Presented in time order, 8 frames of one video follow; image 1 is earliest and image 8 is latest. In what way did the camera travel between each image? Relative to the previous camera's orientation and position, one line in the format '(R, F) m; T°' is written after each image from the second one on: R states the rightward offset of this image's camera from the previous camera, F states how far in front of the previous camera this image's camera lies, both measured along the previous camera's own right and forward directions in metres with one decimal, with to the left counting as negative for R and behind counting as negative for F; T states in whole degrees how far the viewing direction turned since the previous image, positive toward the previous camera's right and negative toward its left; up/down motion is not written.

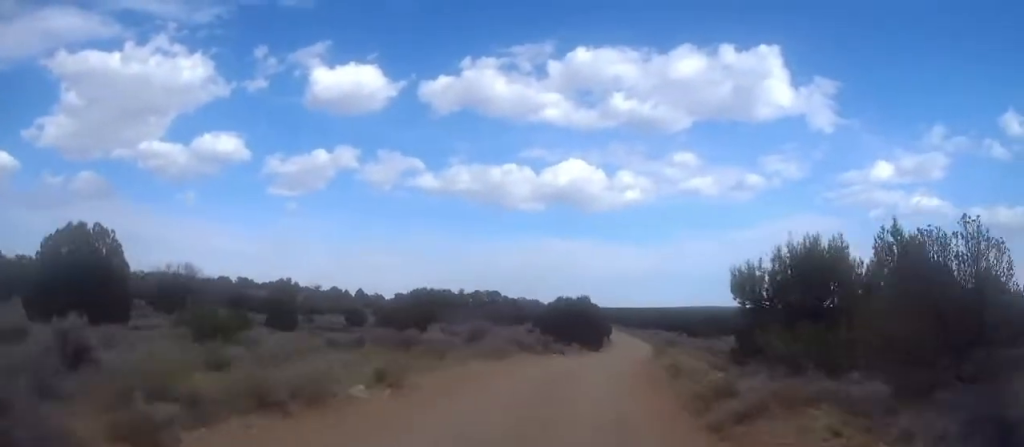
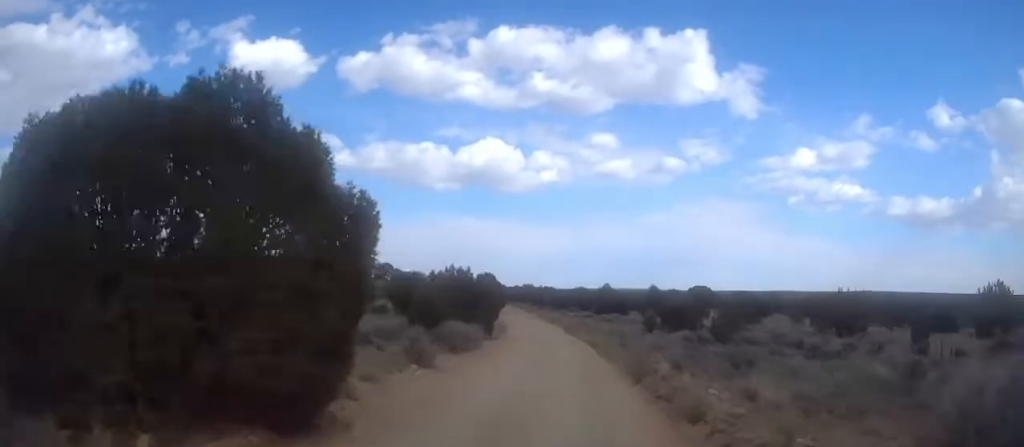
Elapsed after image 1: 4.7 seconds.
(+5.0, +50.2) m; +9°
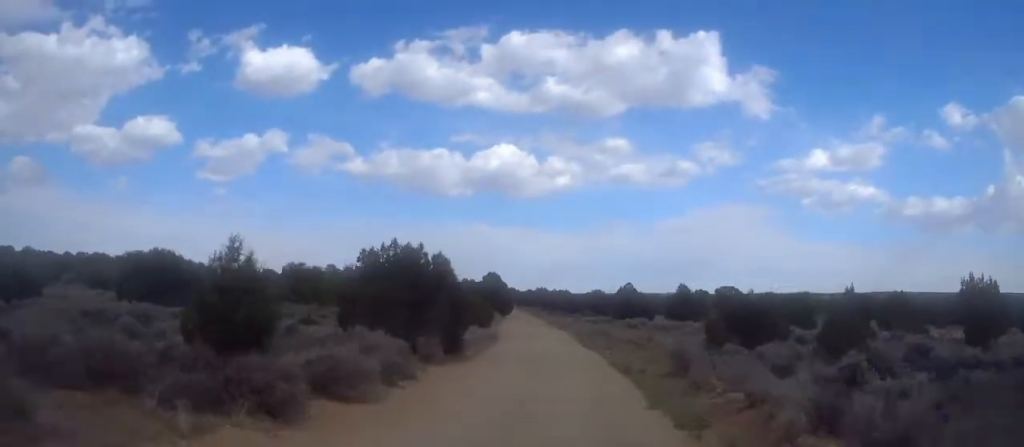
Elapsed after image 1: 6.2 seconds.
(-0.1, +16.0) m; 0°
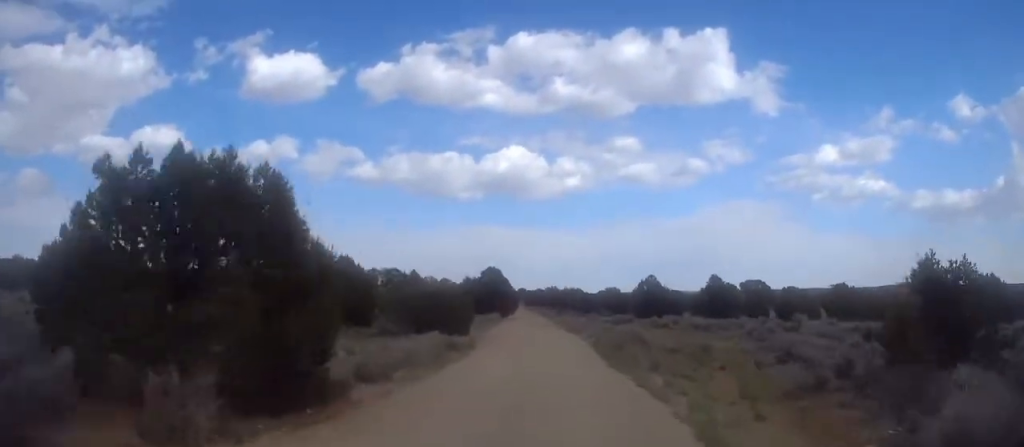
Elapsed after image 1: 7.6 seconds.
(+0.1, +15.5) m; 0°
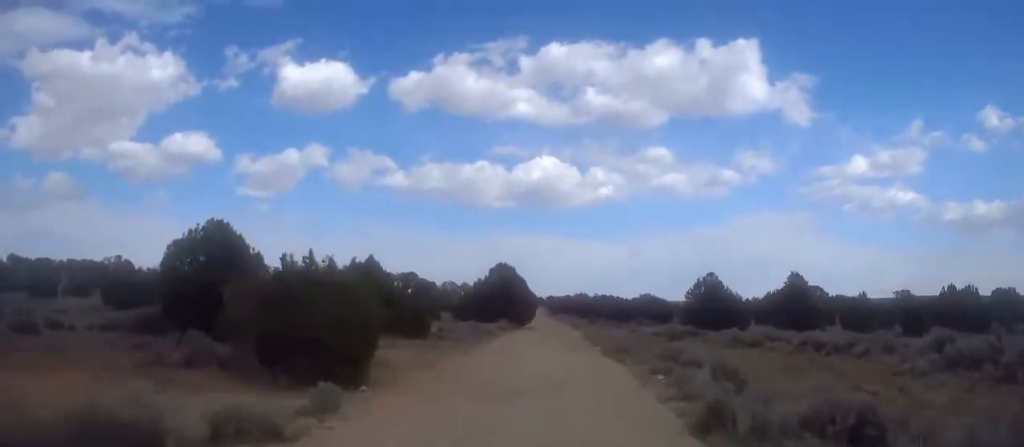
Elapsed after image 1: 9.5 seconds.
(-0.1, +21.6) m; -2°
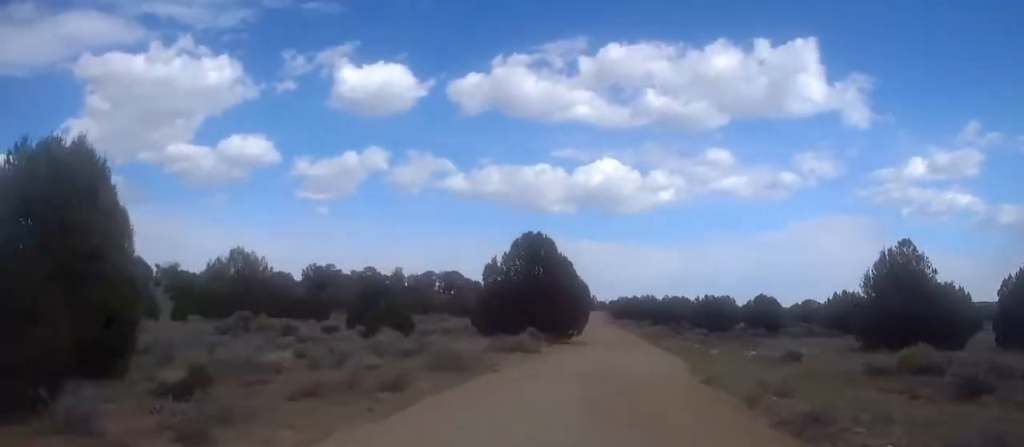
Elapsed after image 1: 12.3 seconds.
(-1.0, +30.8) m; -3°
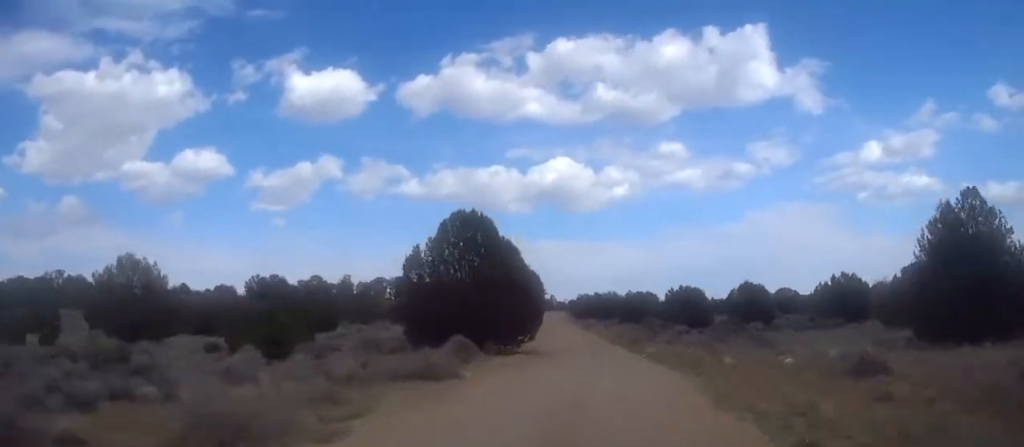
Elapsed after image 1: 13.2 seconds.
(0.0, +10.6) m; 0°
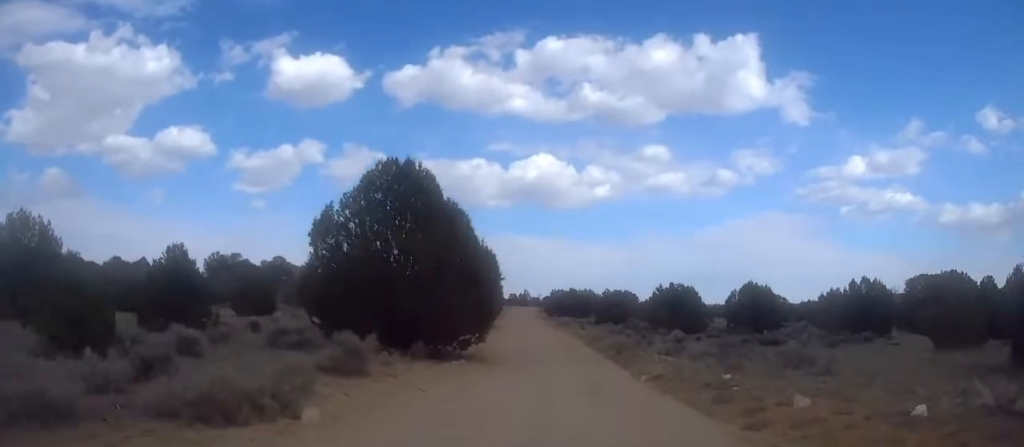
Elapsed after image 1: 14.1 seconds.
(0.0, +9.9) m; 0°
